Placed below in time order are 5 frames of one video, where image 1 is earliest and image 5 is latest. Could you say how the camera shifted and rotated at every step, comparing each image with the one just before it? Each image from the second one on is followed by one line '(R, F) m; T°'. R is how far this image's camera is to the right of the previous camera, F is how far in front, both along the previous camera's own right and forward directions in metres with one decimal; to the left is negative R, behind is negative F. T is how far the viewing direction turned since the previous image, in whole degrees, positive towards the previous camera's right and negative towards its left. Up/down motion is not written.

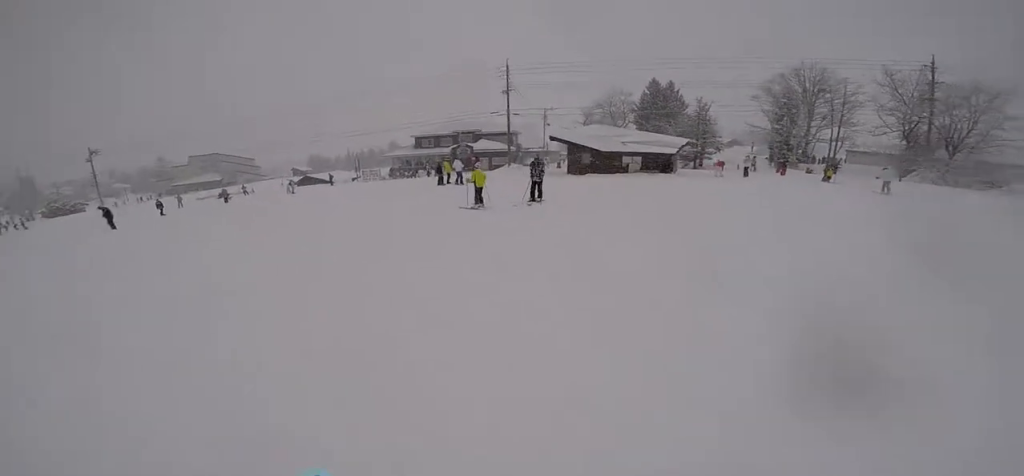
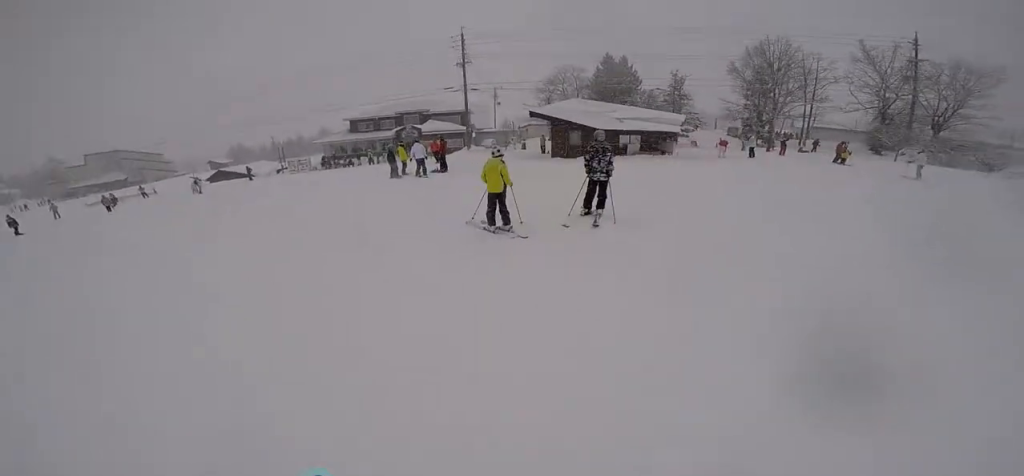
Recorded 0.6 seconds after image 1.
(+0.7, +5.5) m; +6°
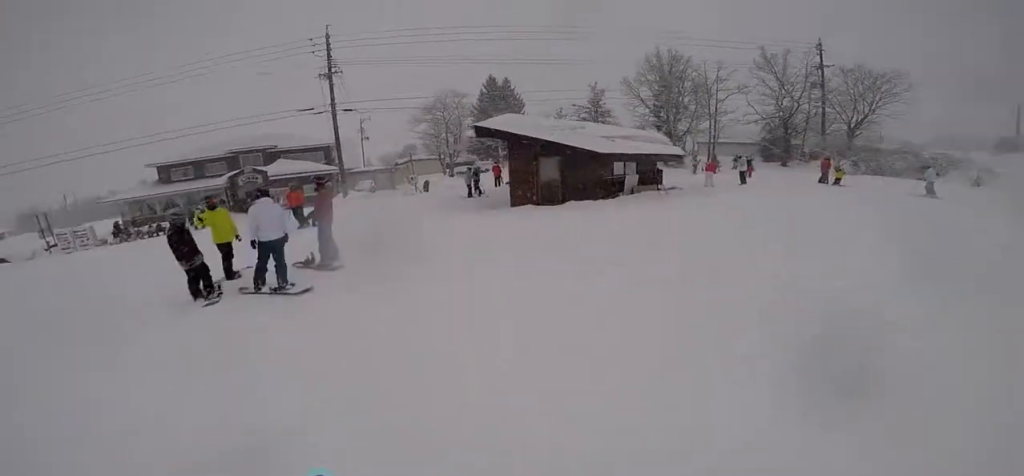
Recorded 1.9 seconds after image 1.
(+0.4, +10.2) m; +4°
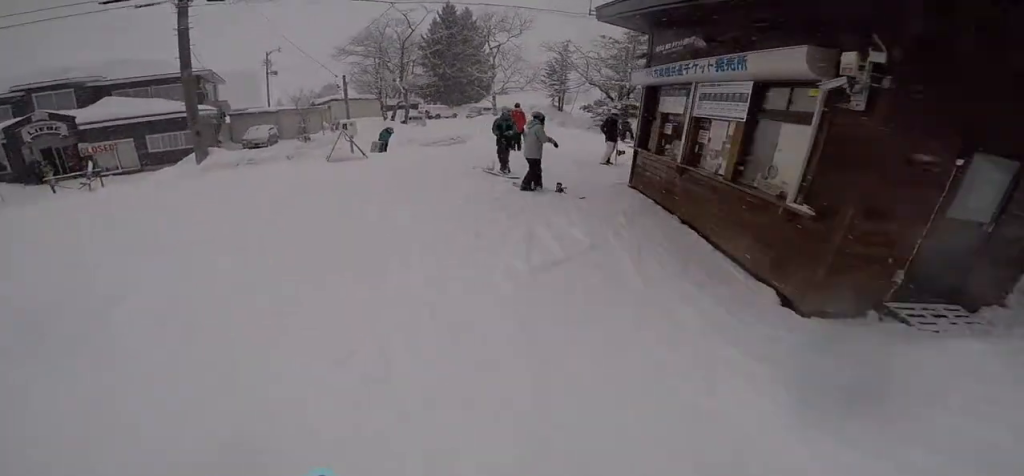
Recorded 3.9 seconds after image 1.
(+2.9, +10.9) m; +30°
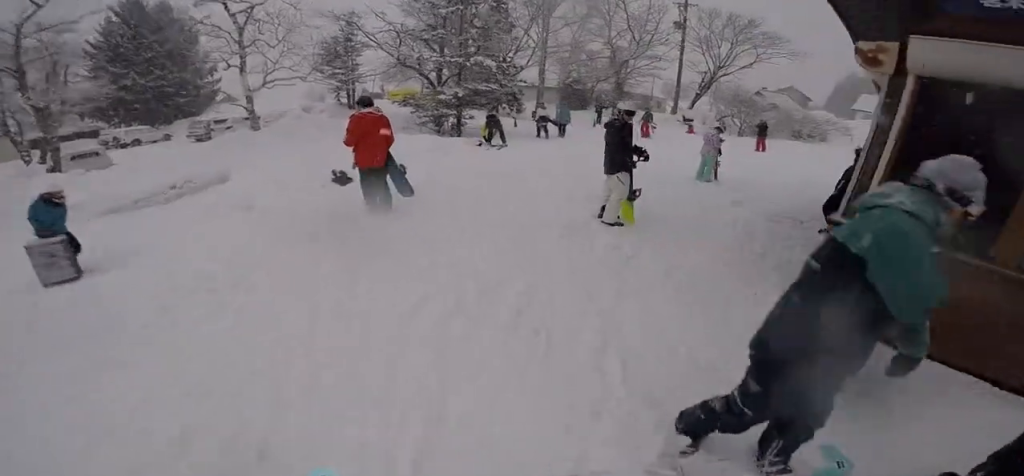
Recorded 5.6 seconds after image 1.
(+1.0, +8.1) m; +28°
